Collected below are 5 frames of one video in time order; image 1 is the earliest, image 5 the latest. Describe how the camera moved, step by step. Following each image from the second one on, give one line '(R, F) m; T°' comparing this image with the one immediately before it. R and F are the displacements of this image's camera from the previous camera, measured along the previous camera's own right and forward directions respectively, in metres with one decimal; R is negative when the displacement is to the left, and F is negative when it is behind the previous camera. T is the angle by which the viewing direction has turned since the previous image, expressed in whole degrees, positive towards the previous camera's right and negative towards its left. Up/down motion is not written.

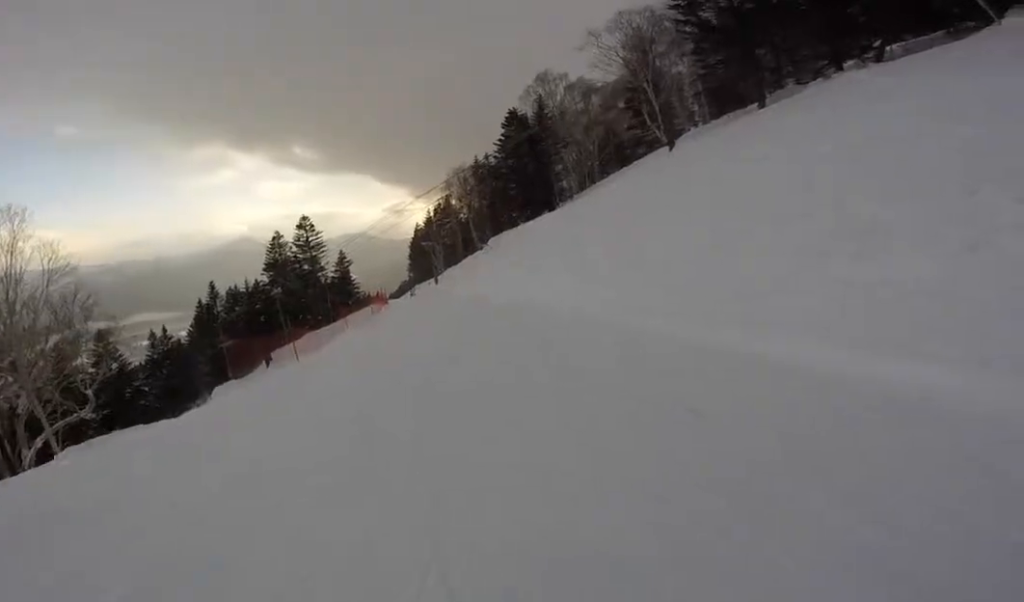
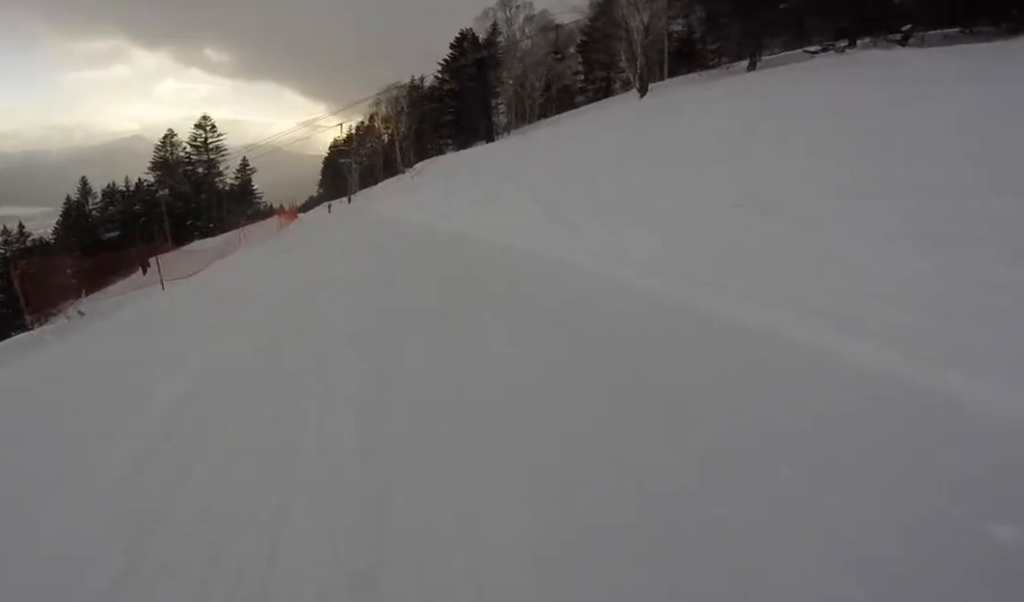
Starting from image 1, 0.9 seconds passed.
(+0.2, +3.6) m; -2°
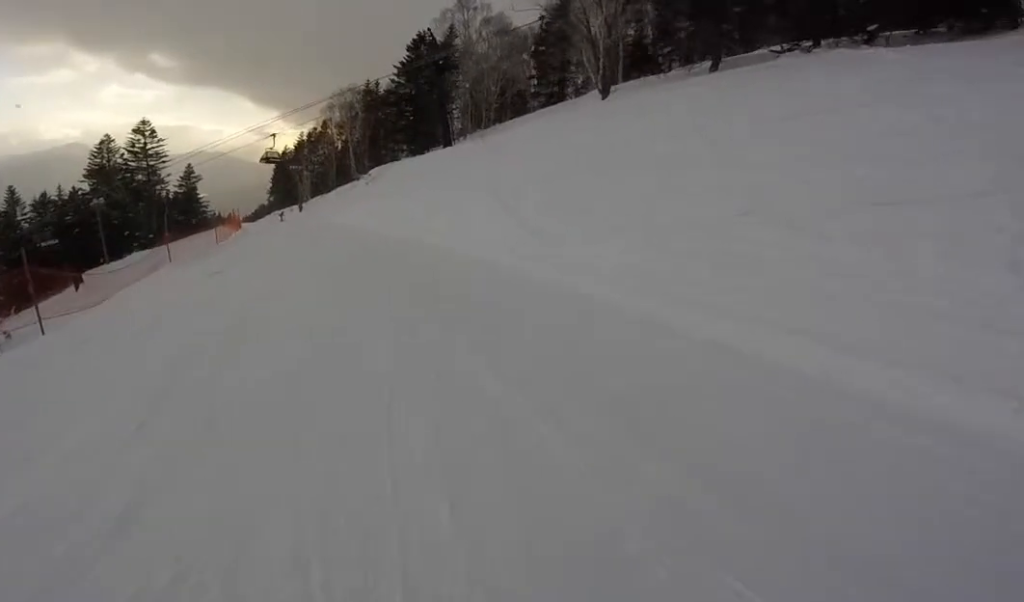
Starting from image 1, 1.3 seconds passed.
(-0.7, +1.7) m; 0°
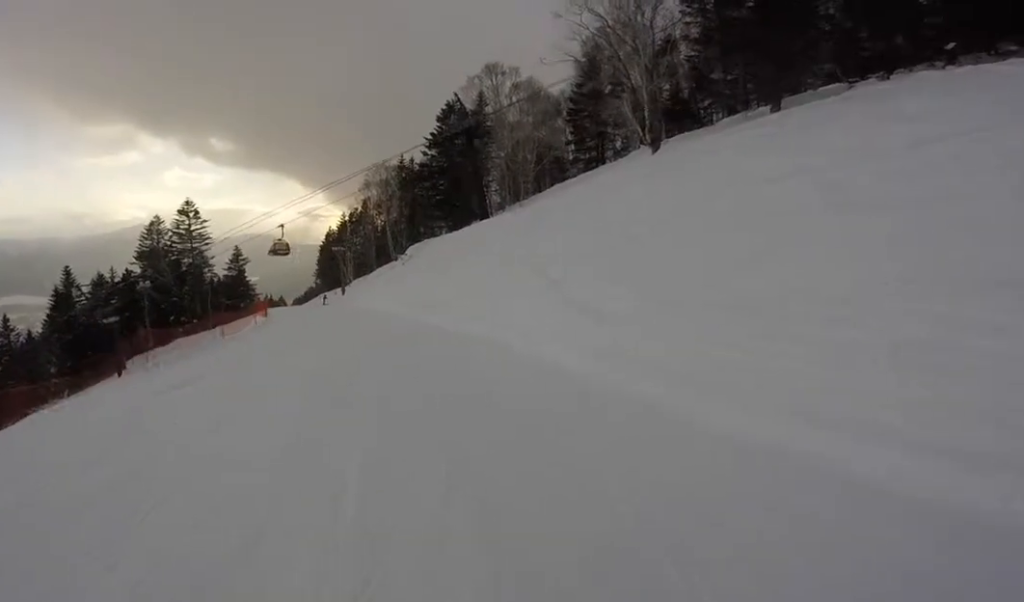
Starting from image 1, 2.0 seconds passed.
(+0.4, +2.9) m; +3°
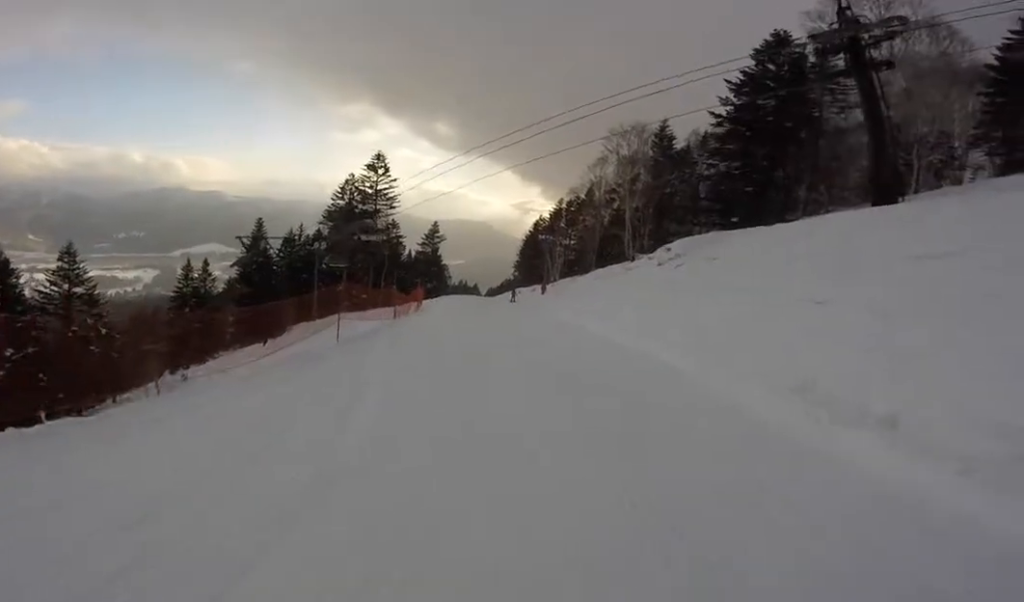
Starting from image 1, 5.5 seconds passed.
(-0.6, +13.7) m; -4°
